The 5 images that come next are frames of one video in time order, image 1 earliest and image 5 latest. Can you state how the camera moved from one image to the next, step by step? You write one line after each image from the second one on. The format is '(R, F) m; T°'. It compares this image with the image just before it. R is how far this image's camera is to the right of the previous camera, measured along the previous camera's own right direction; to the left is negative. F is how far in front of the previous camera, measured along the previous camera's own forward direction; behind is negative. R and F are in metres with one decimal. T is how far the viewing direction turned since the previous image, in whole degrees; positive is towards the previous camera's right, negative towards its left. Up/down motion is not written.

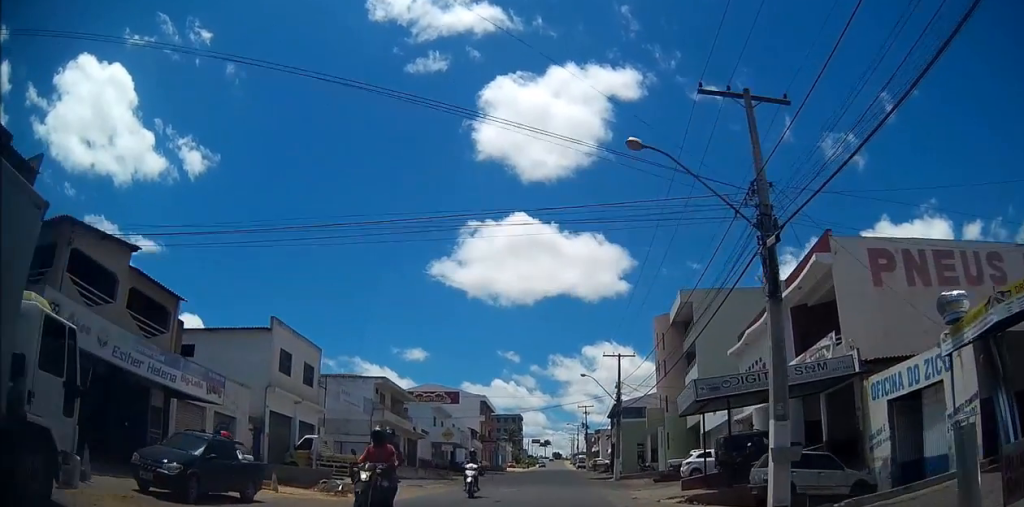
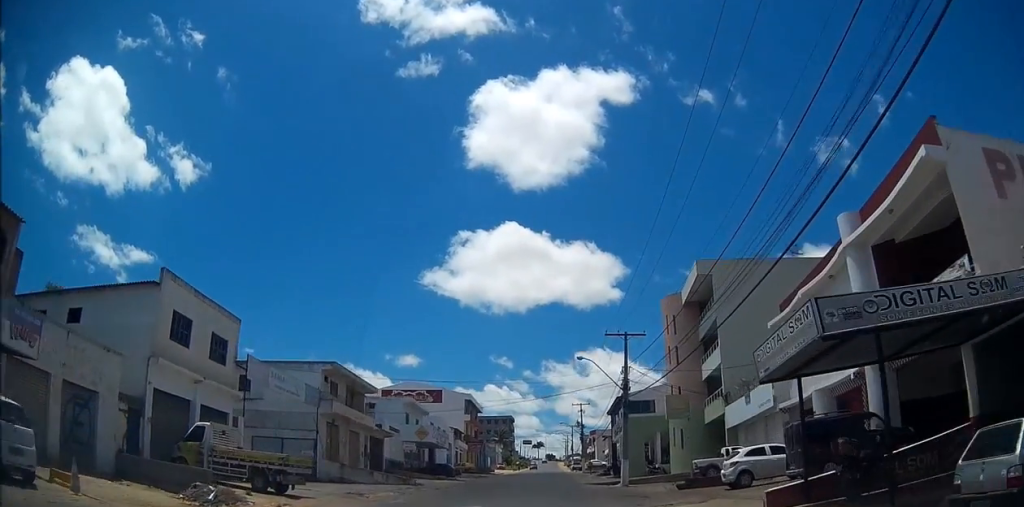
(+0.4, +10.2) m; +2°
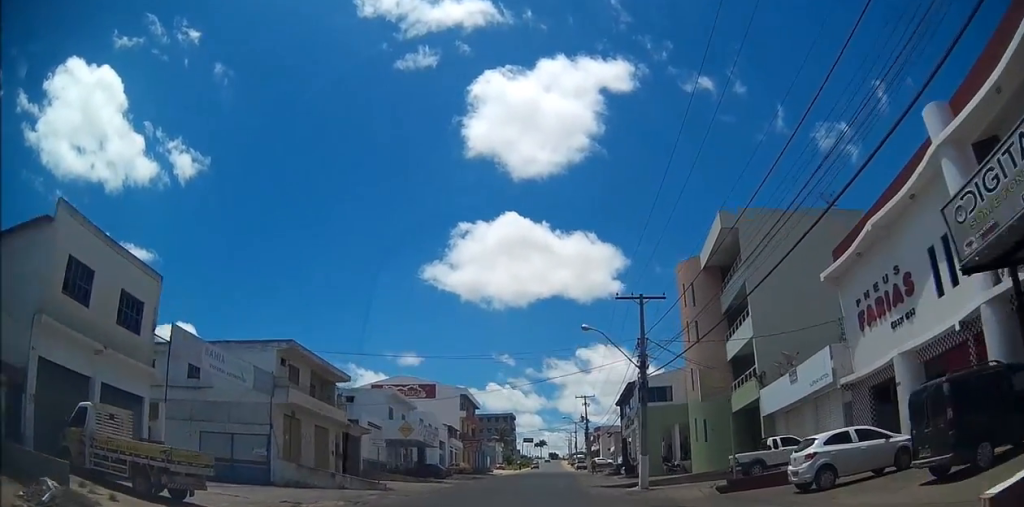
(0.0, +7.1) m; 0°
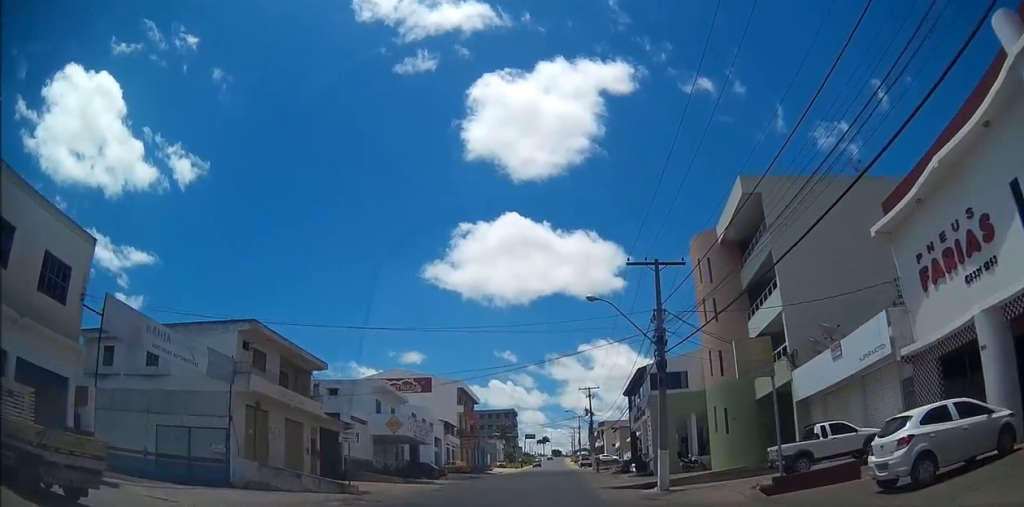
(0.0, +4.7) m; 0°
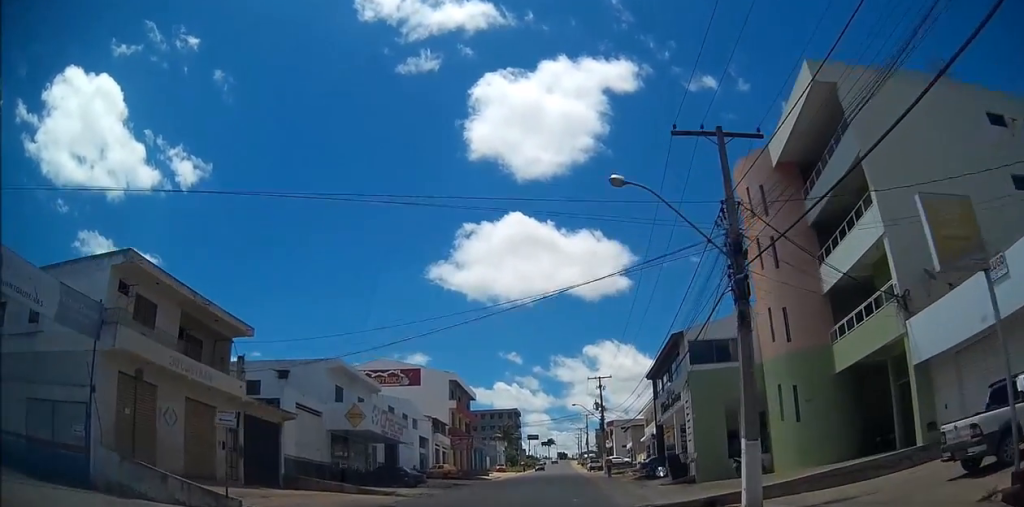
(0.0, +10.5) m; -1°
